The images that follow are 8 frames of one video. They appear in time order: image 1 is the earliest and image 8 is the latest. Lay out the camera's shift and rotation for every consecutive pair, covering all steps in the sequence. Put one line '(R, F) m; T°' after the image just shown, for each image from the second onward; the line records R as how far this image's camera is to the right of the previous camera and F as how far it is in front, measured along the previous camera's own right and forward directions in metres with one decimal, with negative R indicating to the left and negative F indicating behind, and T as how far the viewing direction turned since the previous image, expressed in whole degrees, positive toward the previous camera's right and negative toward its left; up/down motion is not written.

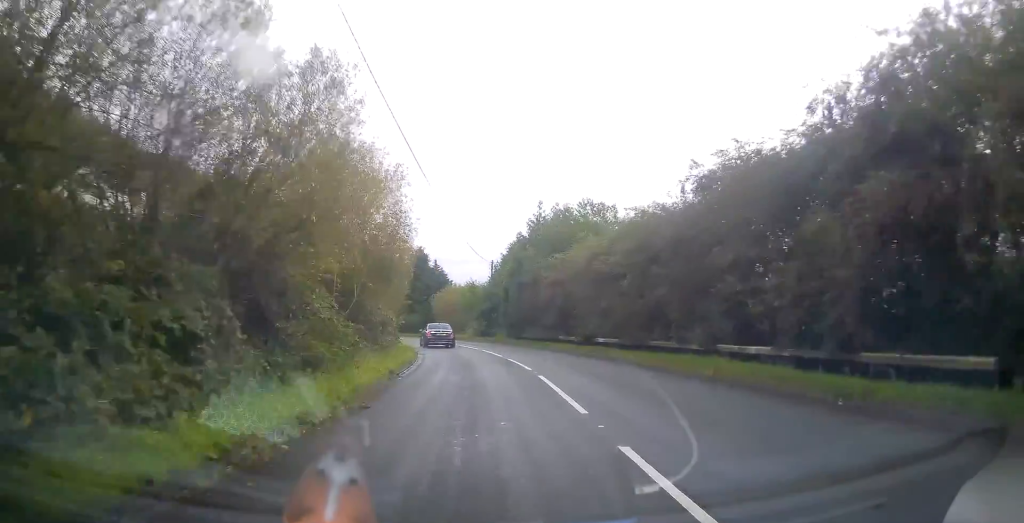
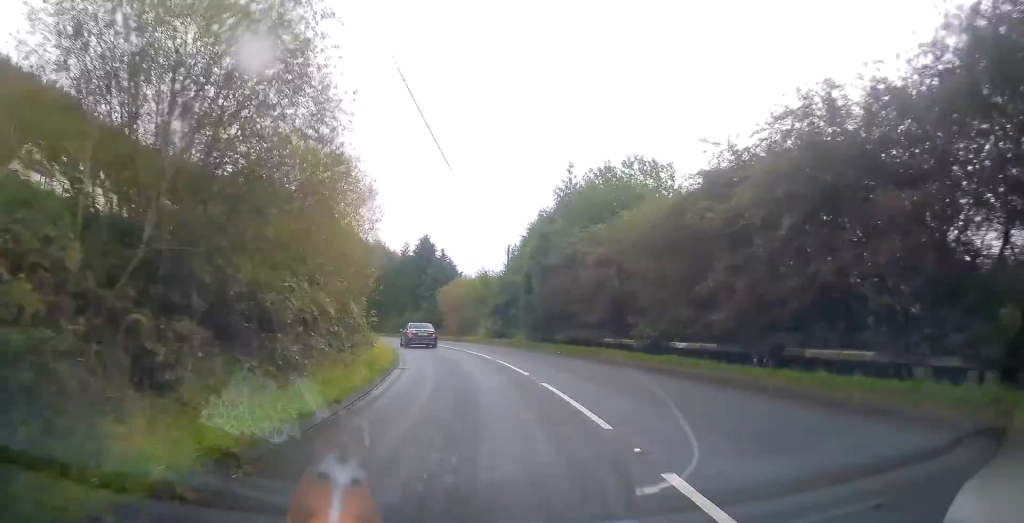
(-0.2, +10.8) m; -2°
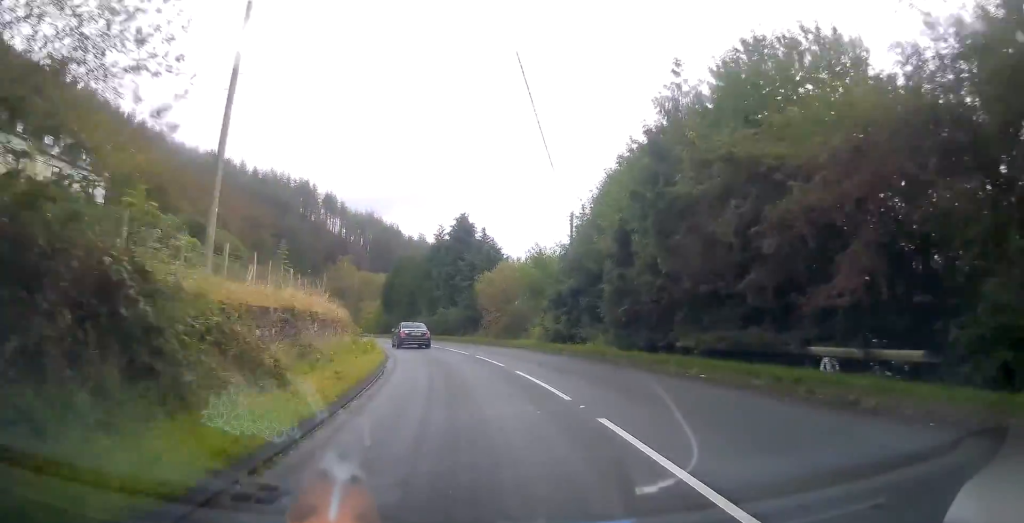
(-0.4, +14.0) m; -3°
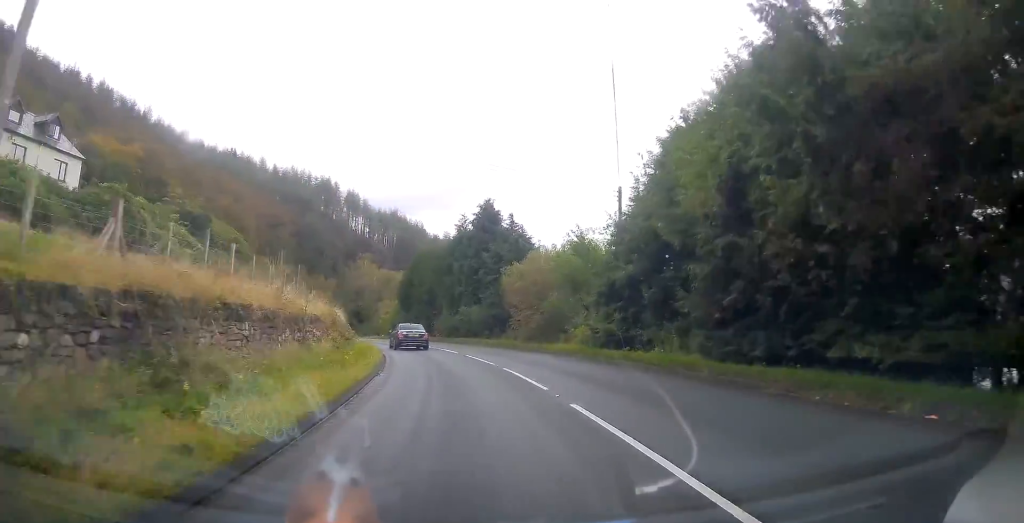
(-0.2, +7.1) m; -3°
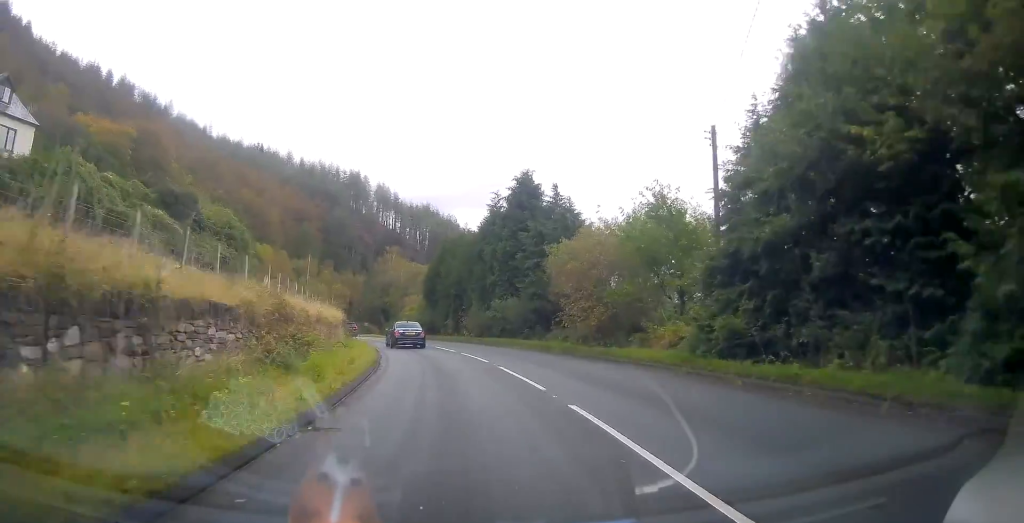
(-0.1, +9.2) m; -4°
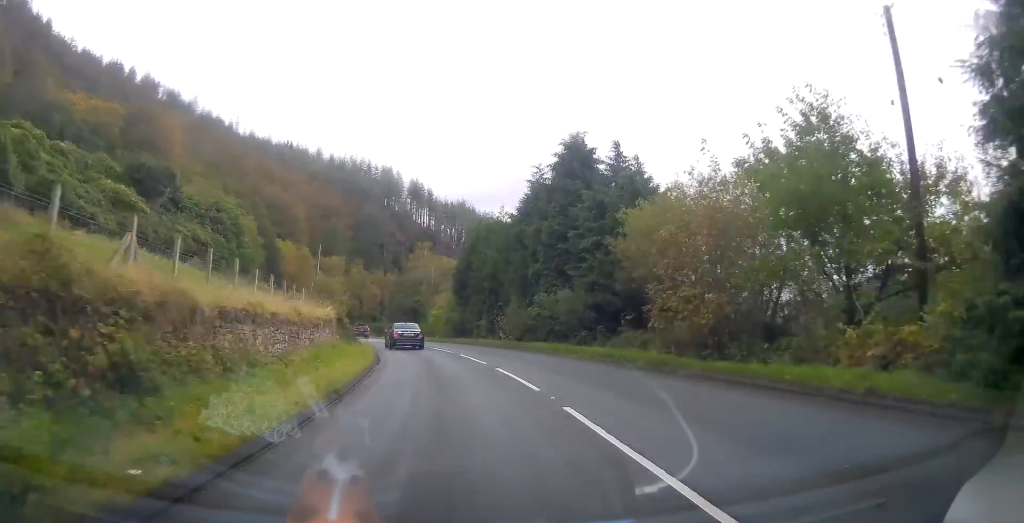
(-0.5, +9.1) m; -3°
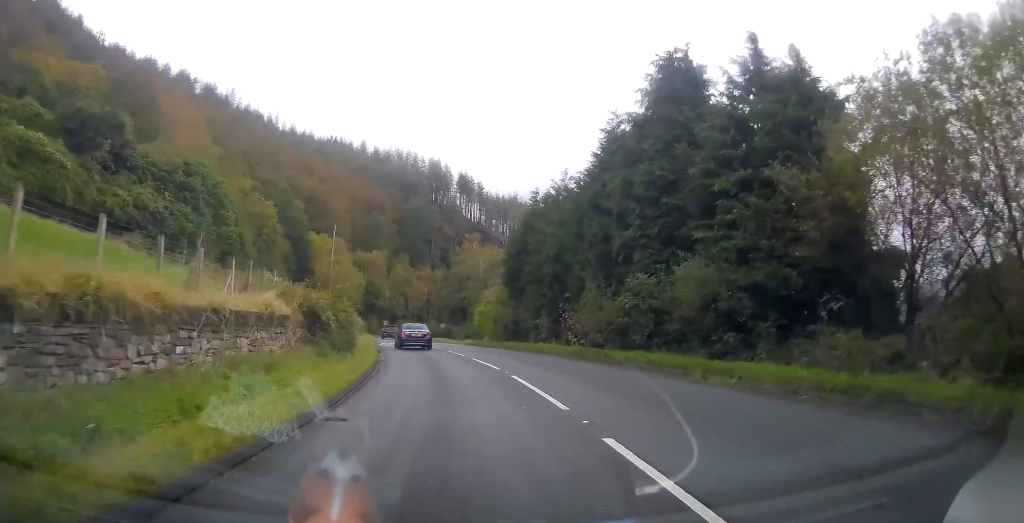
(-0.2, +11.5) m; -4°
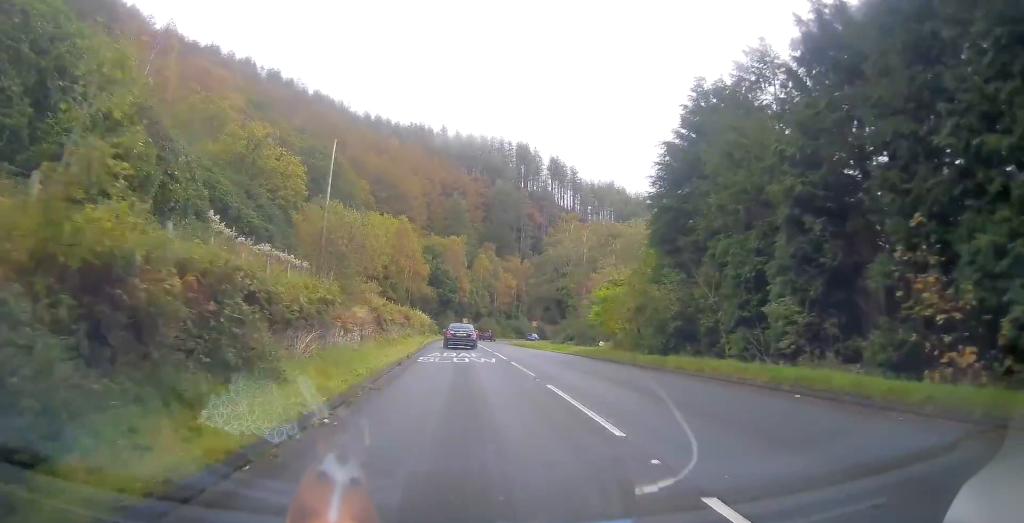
(-1.6, +20.3) m; -9°
